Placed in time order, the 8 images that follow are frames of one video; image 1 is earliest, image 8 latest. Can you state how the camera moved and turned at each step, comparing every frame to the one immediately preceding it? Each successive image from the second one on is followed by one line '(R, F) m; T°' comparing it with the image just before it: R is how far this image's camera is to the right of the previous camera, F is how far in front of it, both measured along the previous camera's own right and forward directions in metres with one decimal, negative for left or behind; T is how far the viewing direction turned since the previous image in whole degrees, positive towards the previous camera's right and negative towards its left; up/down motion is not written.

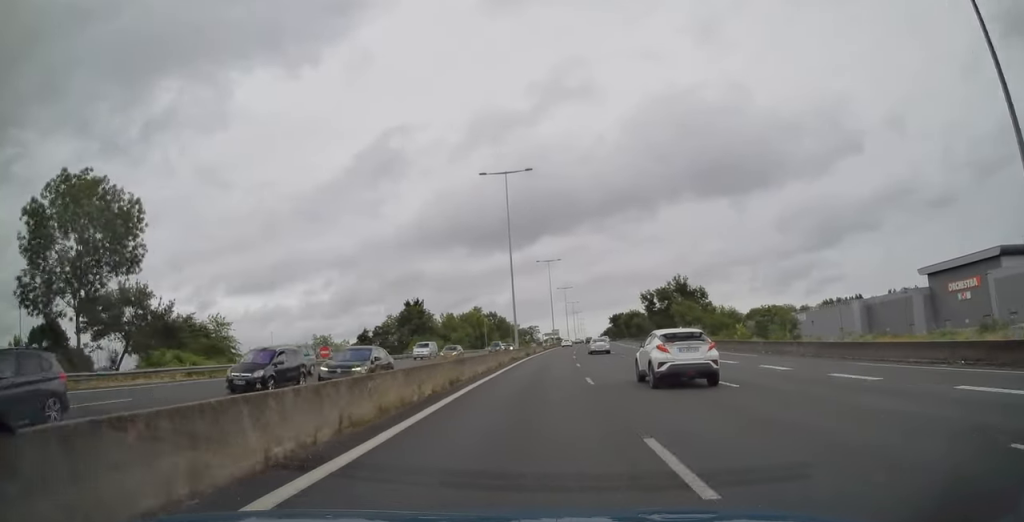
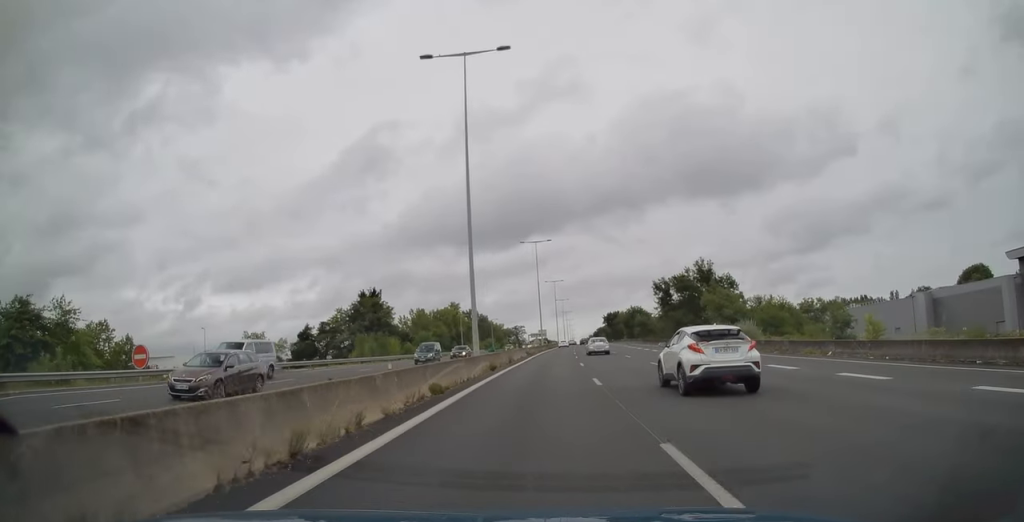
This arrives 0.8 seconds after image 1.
(+0.1, +26.7) m; +1°
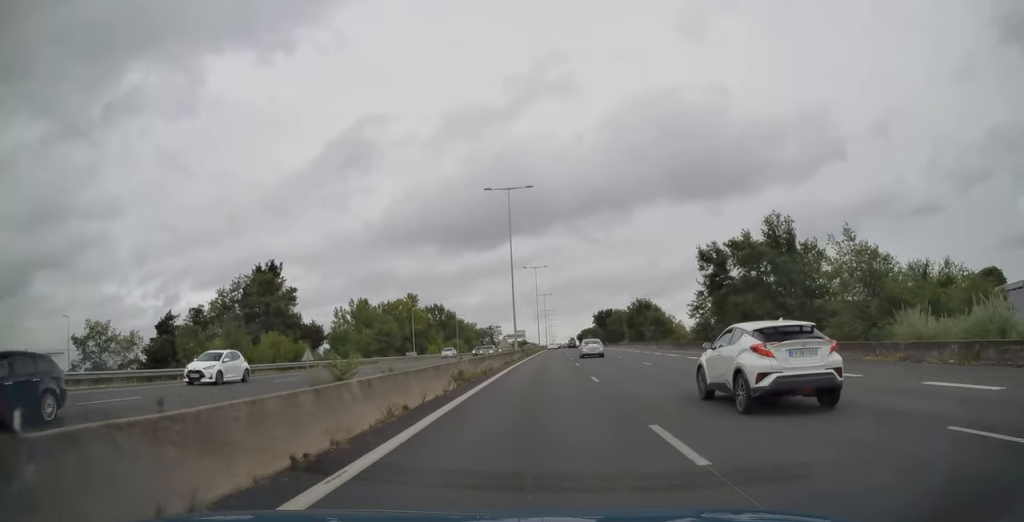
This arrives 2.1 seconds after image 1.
(+0.9, +37.6) m; +2°
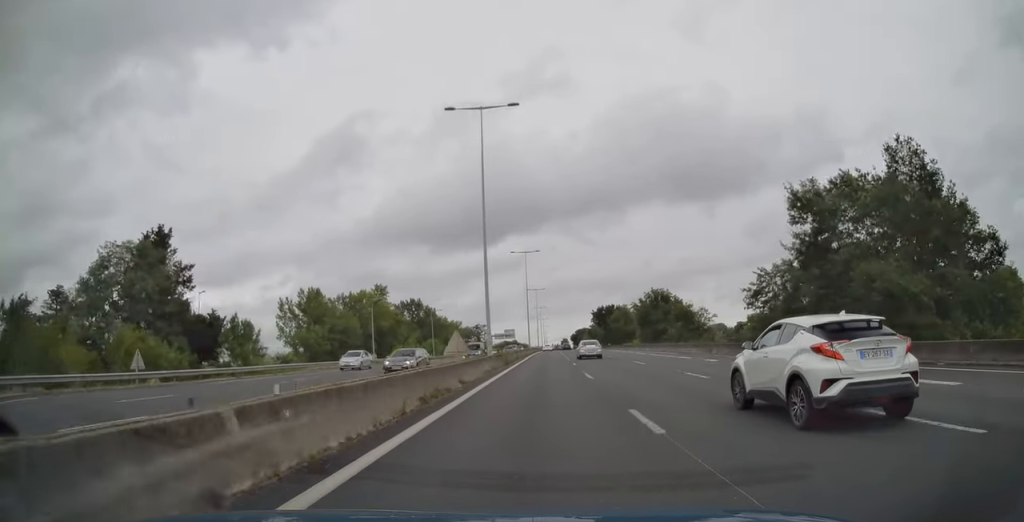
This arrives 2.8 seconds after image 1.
(+0.3, +24.1) m; +1°
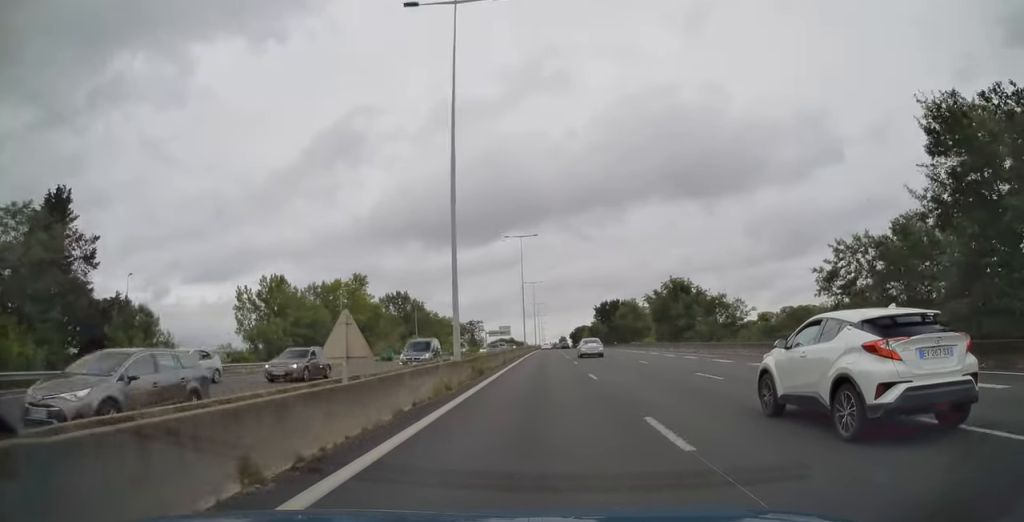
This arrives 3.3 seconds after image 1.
(0.0, +14.6) m; 0°
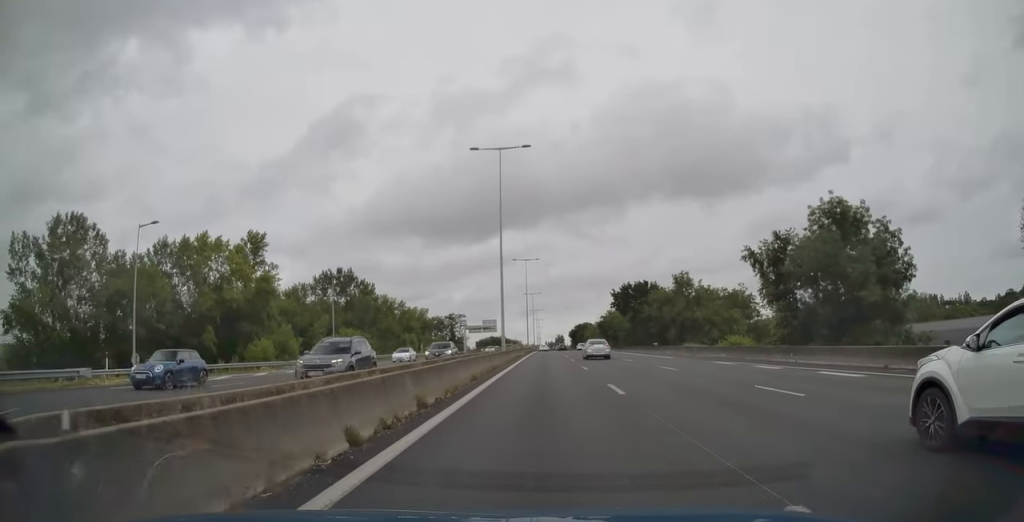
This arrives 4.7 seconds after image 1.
(+0.5, +45.0) m; +1°
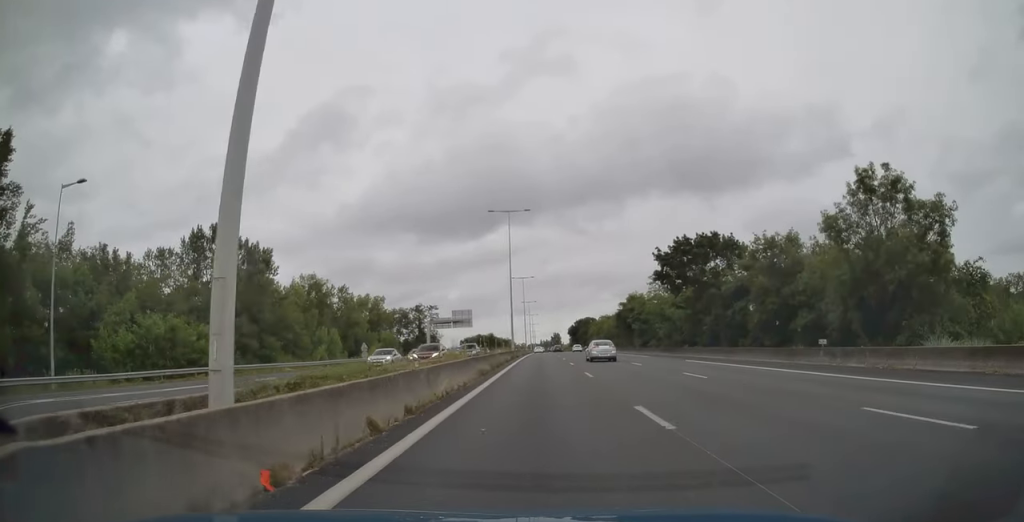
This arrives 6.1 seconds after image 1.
(+0.3, +45.0) m; 0°
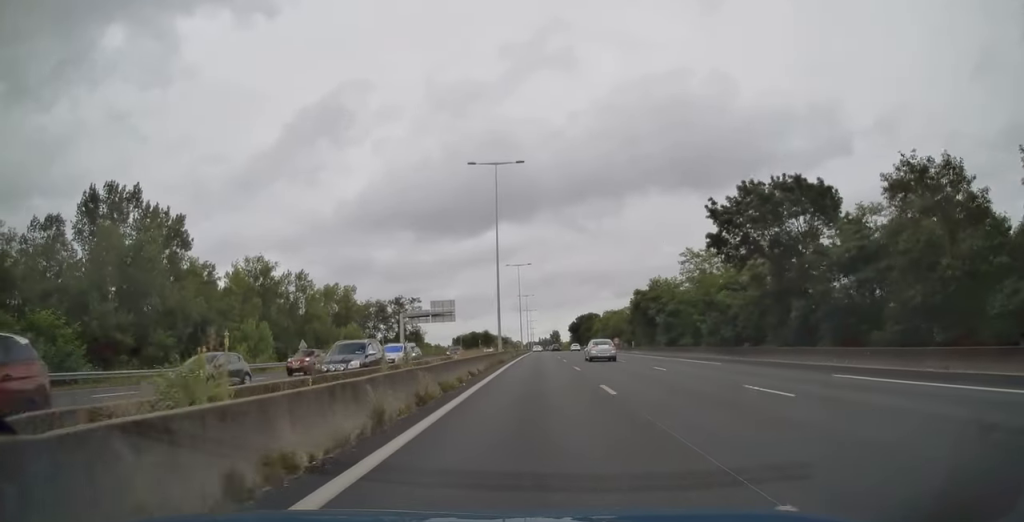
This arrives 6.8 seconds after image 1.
(0.0, +20.4) m; 0°
